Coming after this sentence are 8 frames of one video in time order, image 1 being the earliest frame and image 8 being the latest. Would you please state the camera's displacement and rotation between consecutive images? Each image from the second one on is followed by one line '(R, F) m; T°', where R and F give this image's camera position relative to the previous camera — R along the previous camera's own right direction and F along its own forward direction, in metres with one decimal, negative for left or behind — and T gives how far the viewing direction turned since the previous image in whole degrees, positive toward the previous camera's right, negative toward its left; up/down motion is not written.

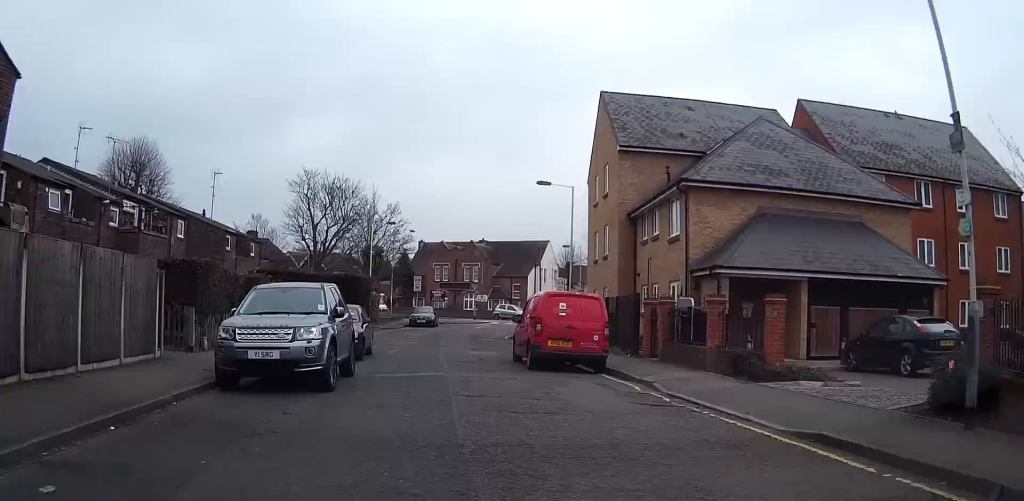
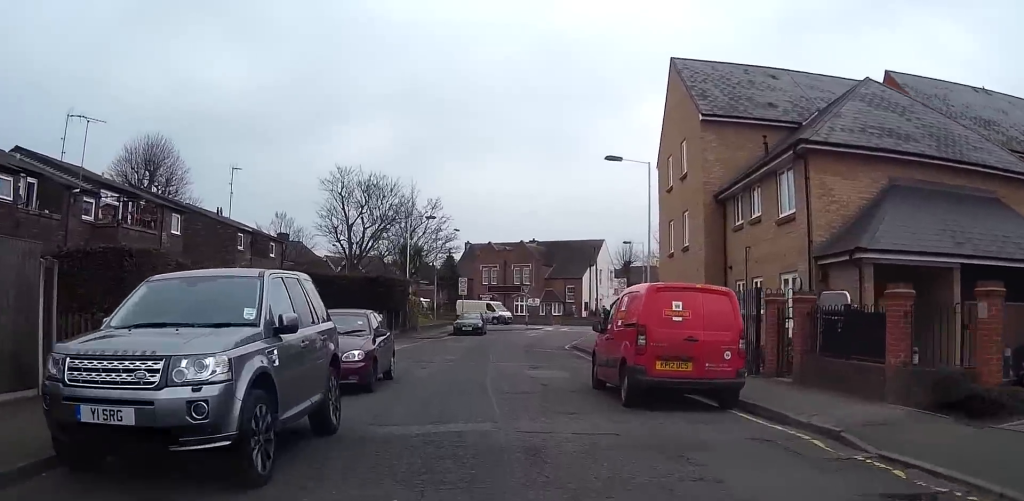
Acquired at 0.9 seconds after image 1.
(-0.2, +5.9) m; -3°
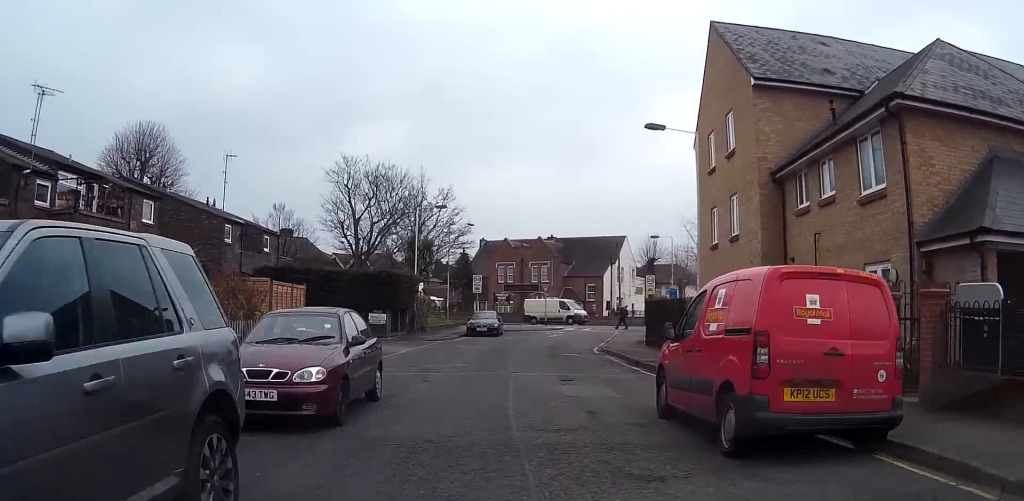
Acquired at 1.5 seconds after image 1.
(0.0, +4.0) m; -1°
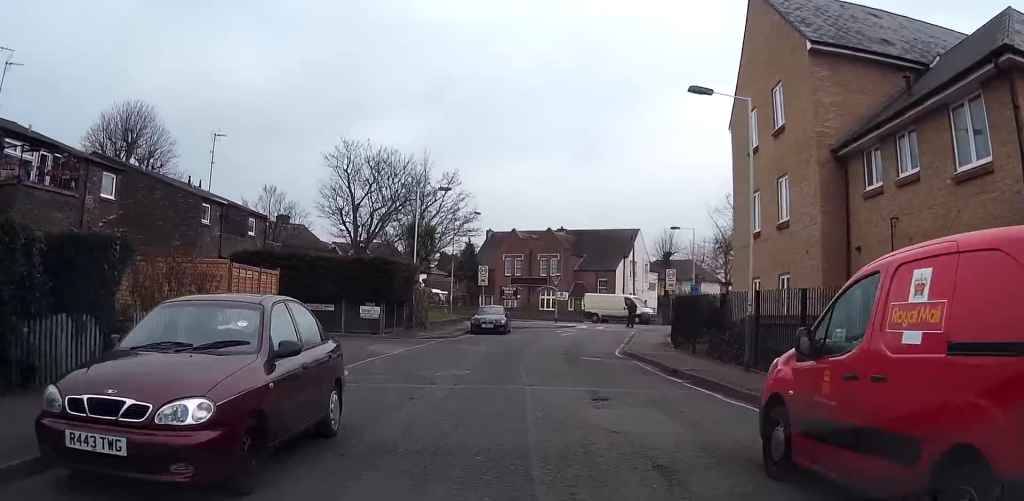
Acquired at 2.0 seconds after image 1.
(0.0, +3.5) m; 0°
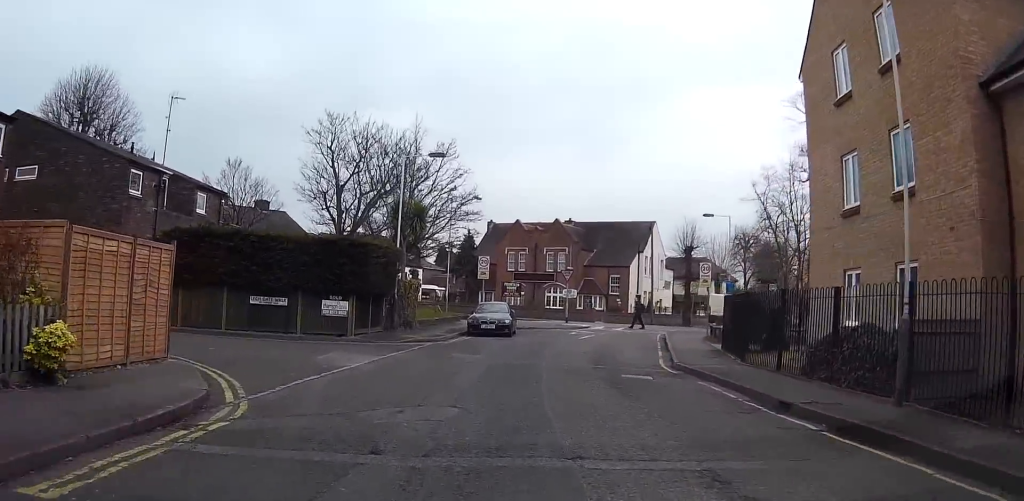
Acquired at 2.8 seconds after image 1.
(0.0, +6.6) m; +1°
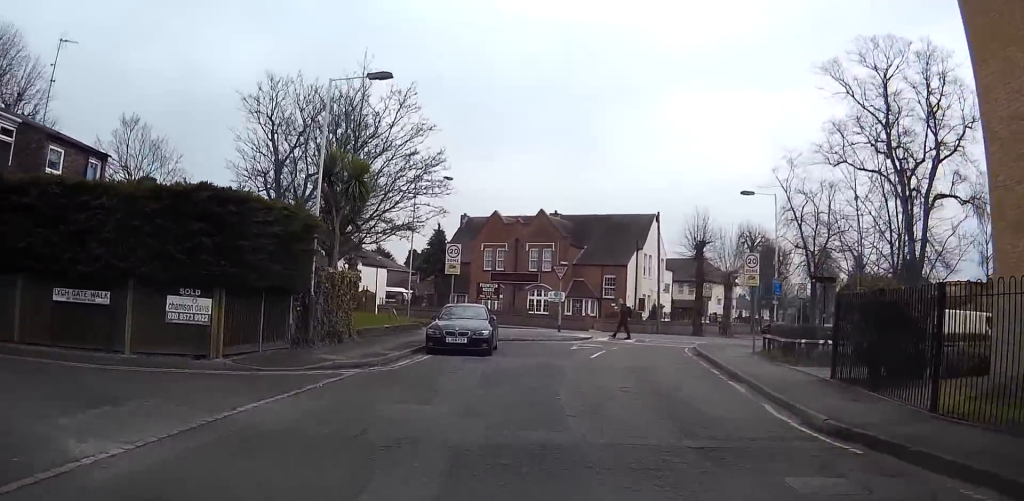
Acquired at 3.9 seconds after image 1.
(+0.2, +9.6) m; +2°
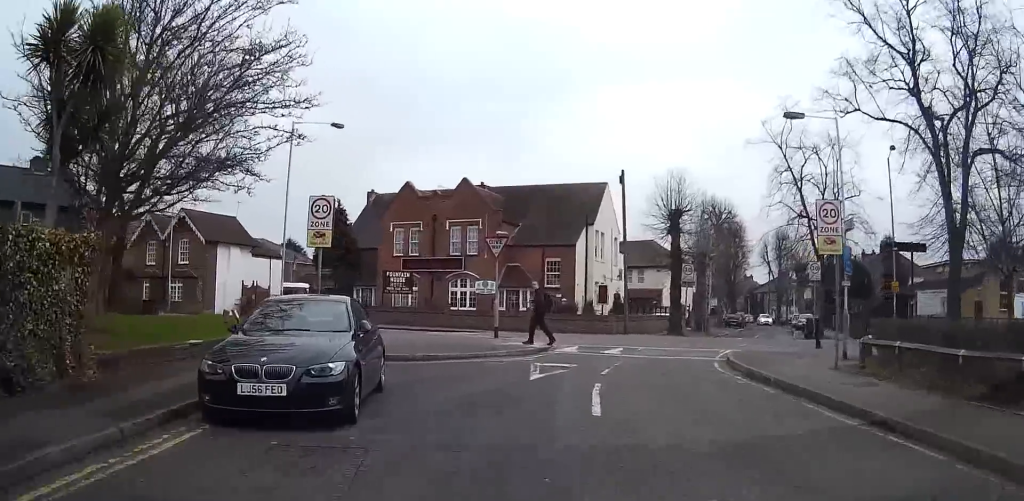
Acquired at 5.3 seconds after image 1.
(+0.2, +12.1) m; +3°
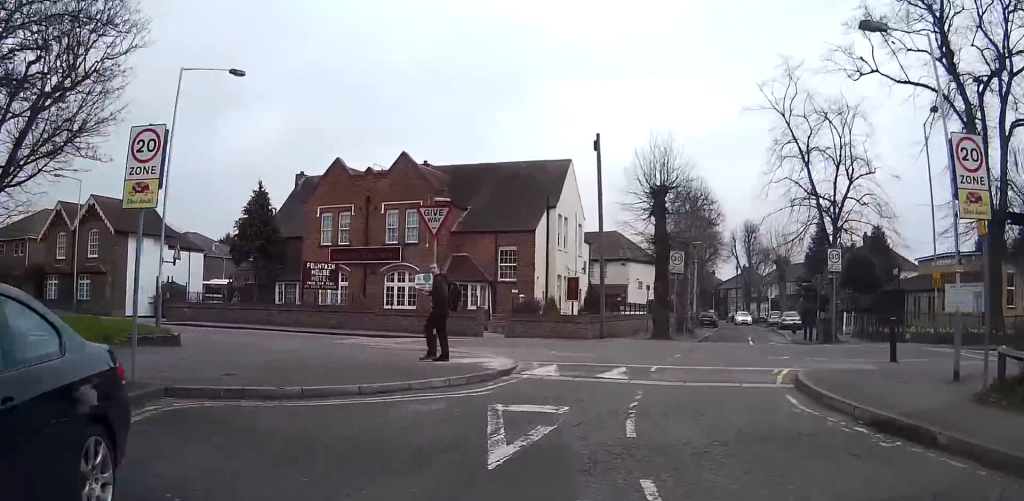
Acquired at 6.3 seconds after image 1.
(+0.3, +7.4) m; +5°
